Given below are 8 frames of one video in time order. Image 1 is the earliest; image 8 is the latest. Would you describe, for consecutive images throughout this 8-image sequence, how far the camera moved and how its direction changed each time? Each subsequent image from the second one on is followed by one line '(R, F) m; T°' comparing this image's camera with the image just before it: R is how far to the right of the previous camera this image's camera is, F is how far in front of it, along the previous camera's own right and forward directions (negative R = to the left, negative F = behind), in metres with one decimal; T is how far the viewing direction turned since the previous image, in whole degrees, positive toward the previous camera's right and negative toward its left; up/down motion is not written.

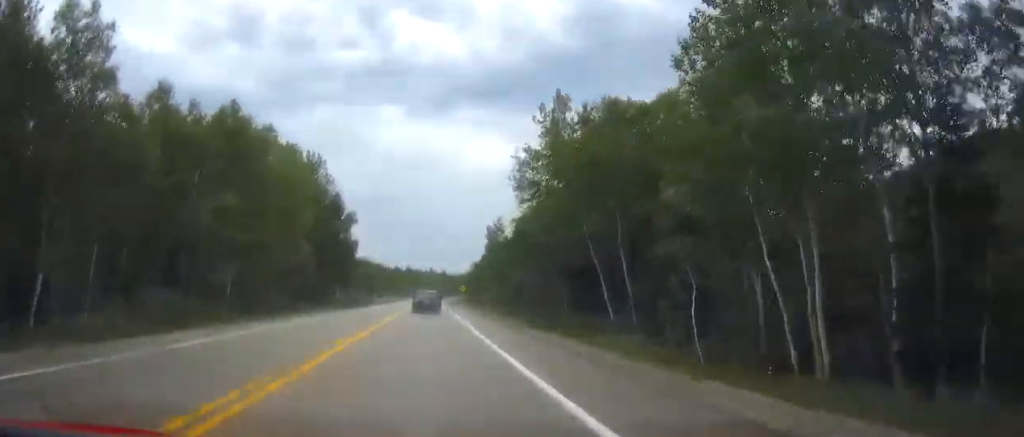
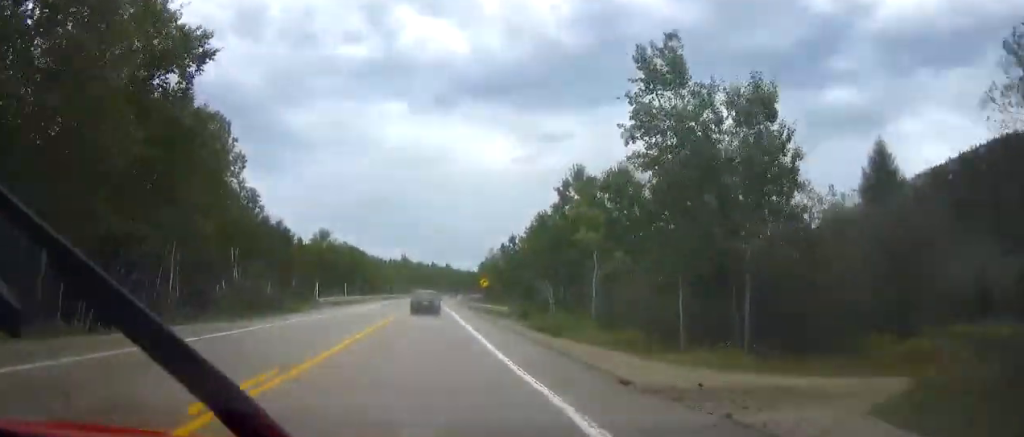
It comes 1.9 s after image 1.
(-0.1, +54.3) m; 0°
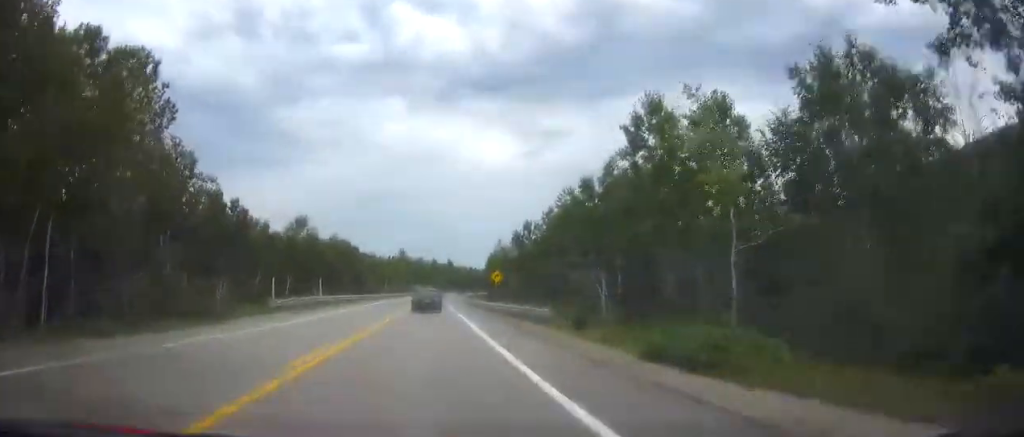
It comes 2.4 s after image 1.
(+0.1, +15.5) m; 0°
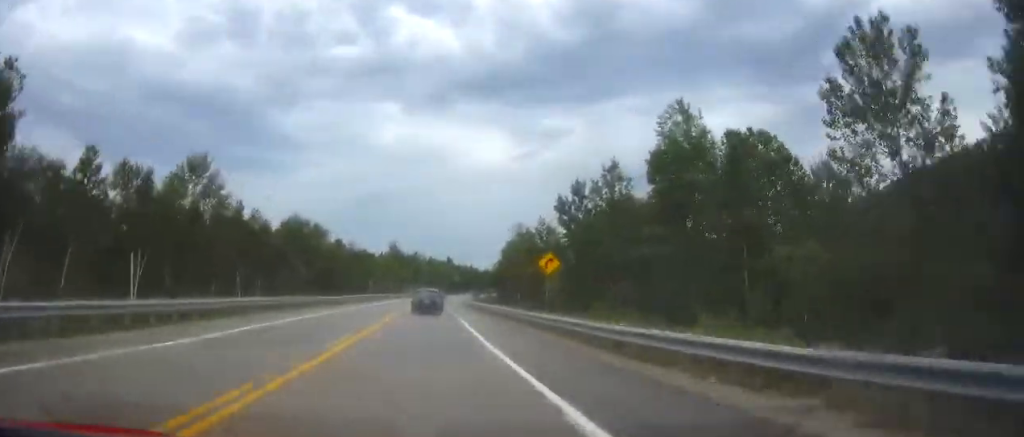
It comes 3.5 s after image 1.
(-0.2, +31.9) m; -1°
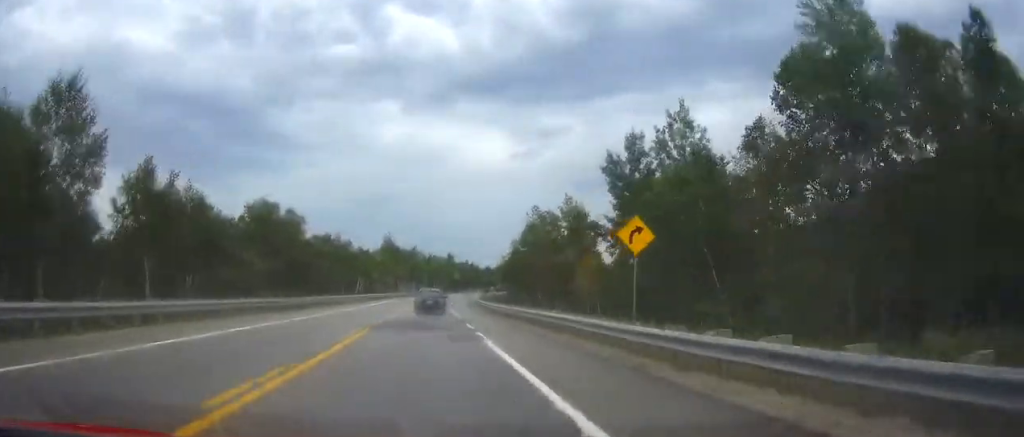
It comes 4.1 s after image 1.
(0.0, +16.4) m; 0°
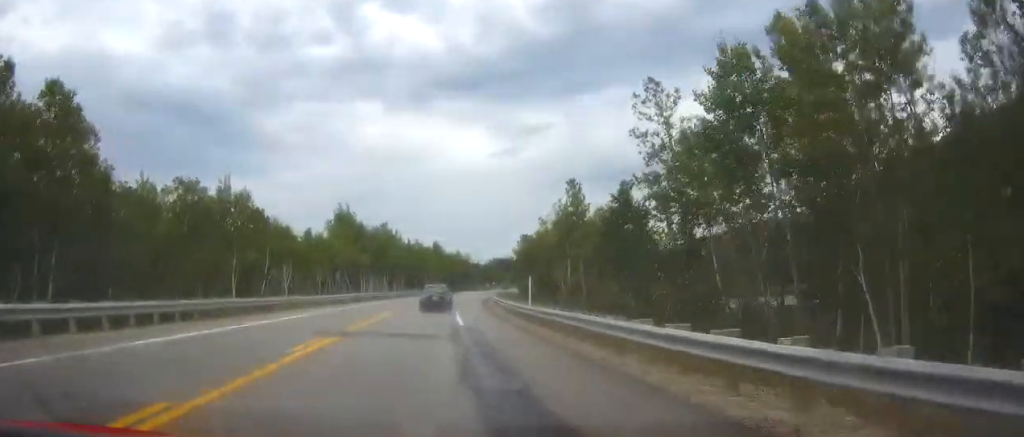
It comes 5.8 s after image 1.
(+0.2, +48.8) m; +1°
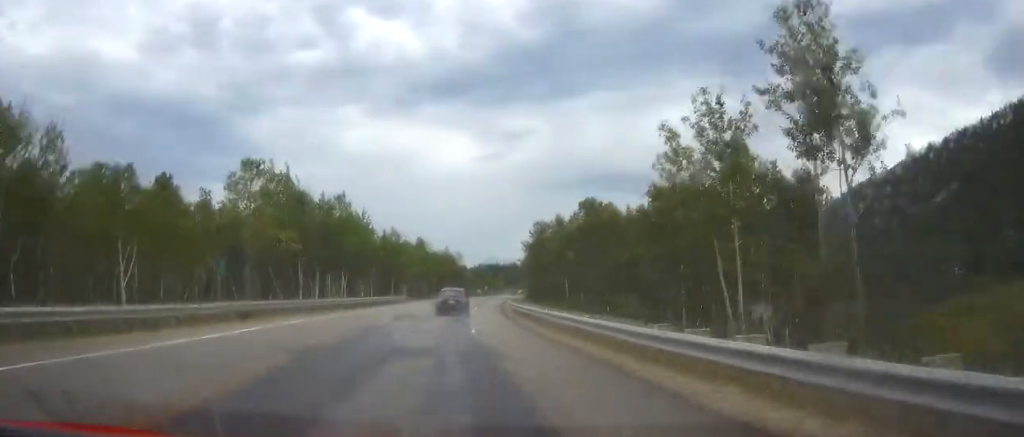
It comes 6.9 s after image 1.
(+0.5, +33.2) m; +1°
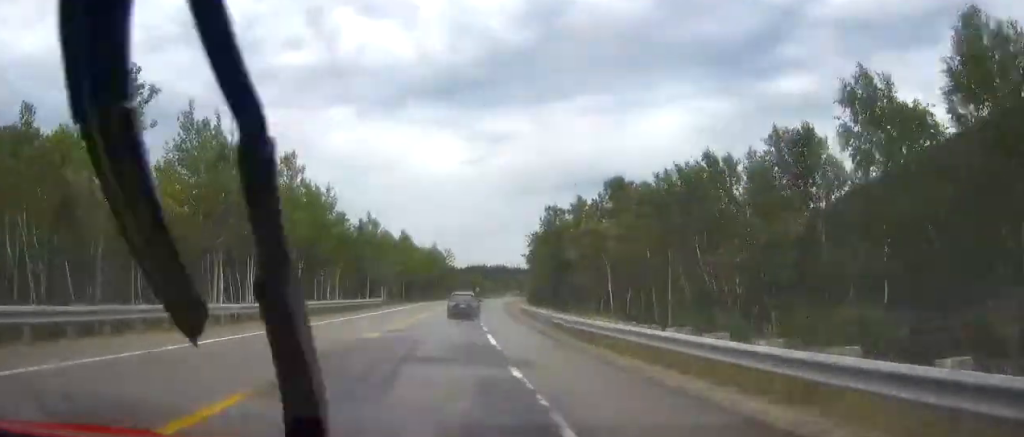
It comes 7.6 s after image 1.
(+0.1, +18.9) m; +1°
